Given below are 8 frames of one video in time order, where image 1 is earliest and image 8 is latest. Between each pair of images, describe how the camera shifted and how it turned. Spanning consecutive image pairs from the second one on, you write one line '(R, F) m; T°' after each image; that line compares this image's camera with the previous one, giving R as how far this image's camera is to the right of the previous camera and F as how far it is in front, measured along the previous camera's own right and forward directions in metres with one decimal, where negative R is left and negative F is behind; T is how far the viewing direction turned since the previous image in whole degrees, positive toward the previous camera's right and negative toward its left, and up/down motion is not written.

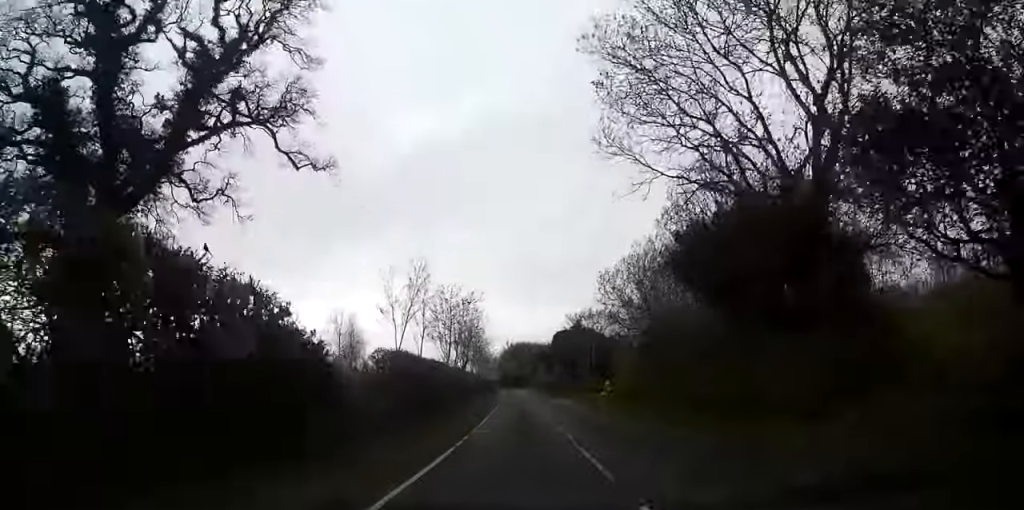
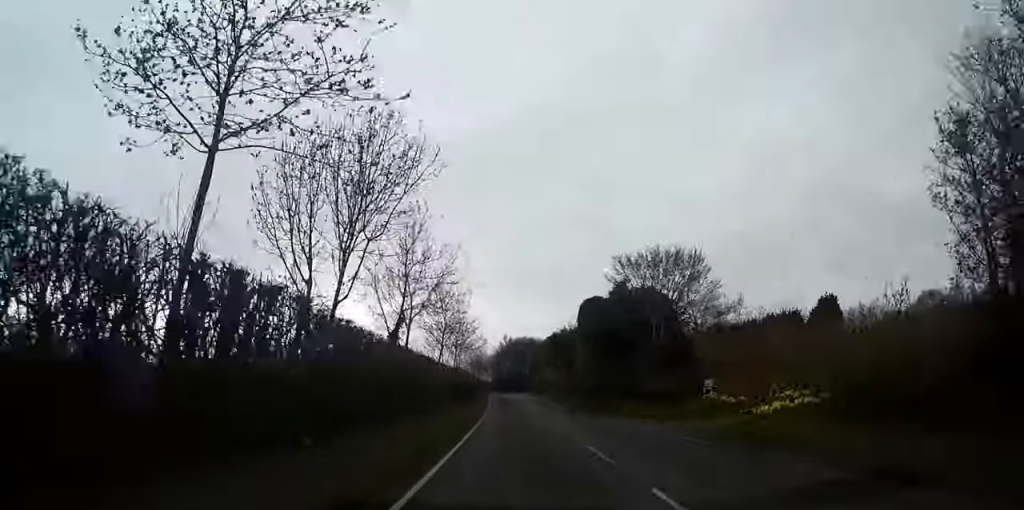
(+1.1, +35.0) m; +2°
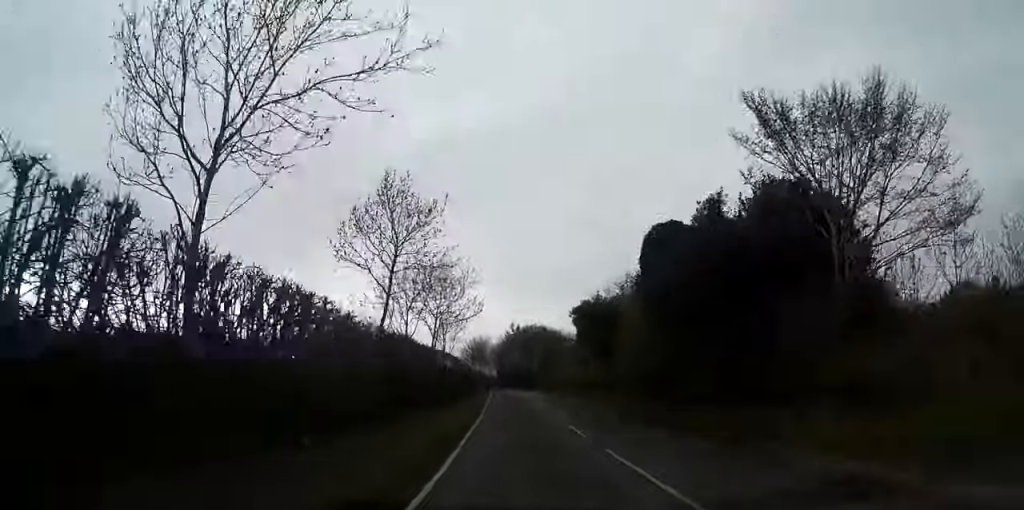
(0.0, +22.8) m; 0°
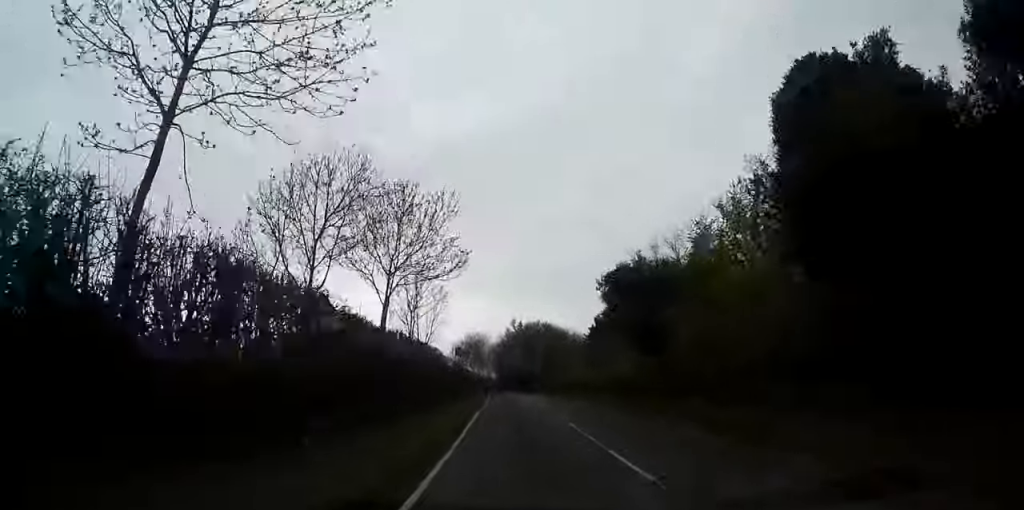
(0.0, +16.1) m; 0°
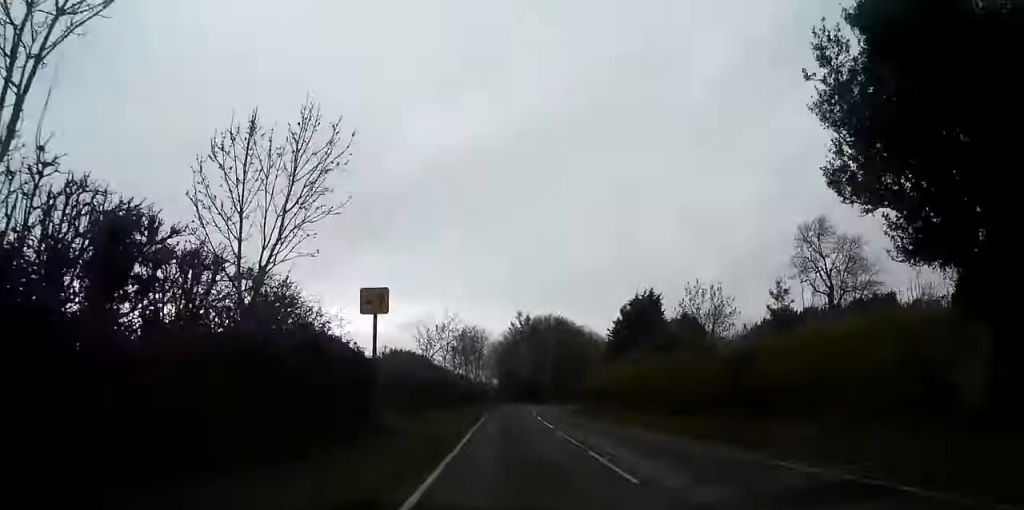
(0.0, +26.4) m; 0°
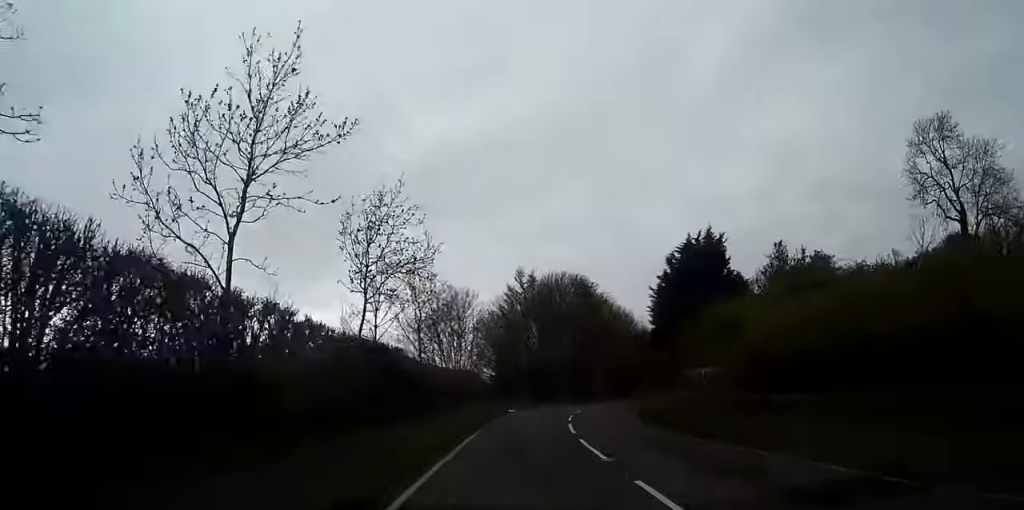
(-0.1, +33.8) m; +1°
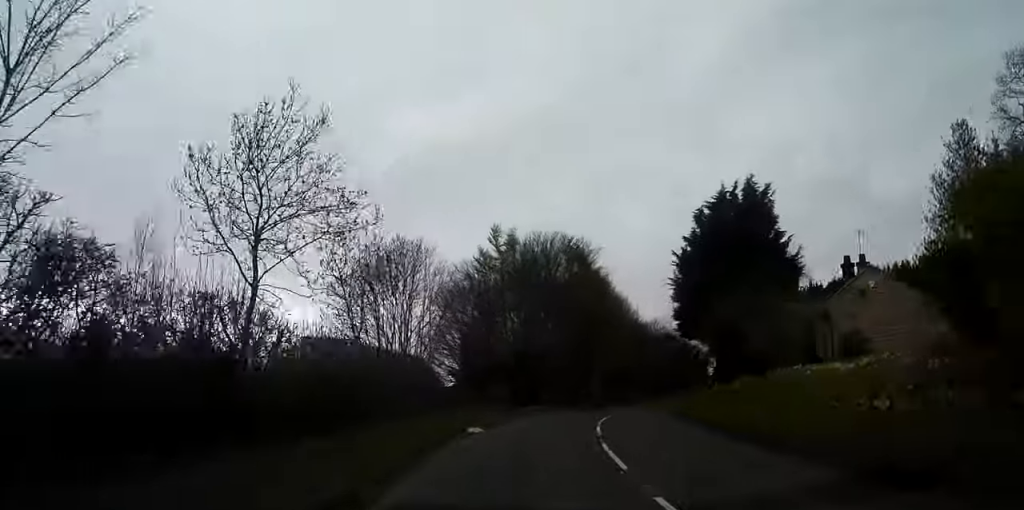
(+0.2, +19.5) m; +4°
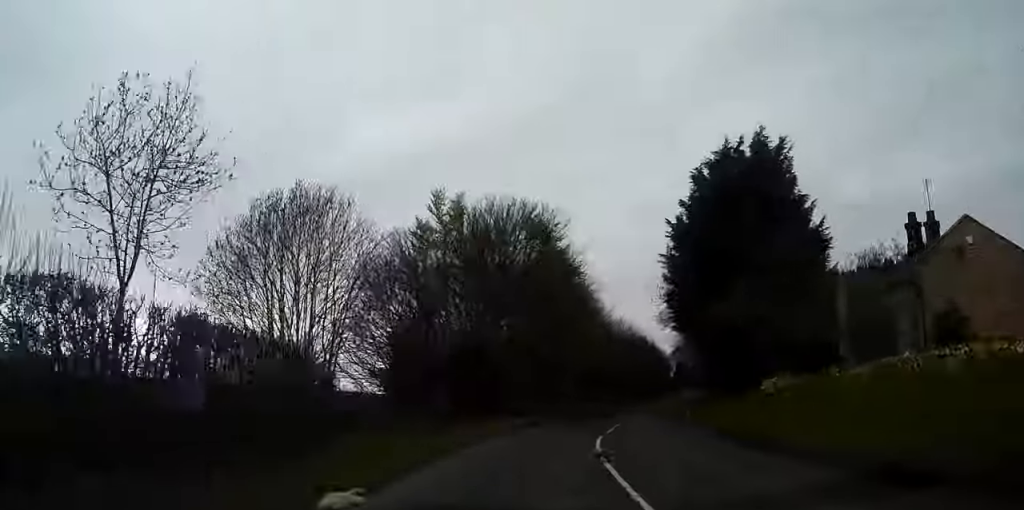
(+0.4, +12.2) m; +3°
